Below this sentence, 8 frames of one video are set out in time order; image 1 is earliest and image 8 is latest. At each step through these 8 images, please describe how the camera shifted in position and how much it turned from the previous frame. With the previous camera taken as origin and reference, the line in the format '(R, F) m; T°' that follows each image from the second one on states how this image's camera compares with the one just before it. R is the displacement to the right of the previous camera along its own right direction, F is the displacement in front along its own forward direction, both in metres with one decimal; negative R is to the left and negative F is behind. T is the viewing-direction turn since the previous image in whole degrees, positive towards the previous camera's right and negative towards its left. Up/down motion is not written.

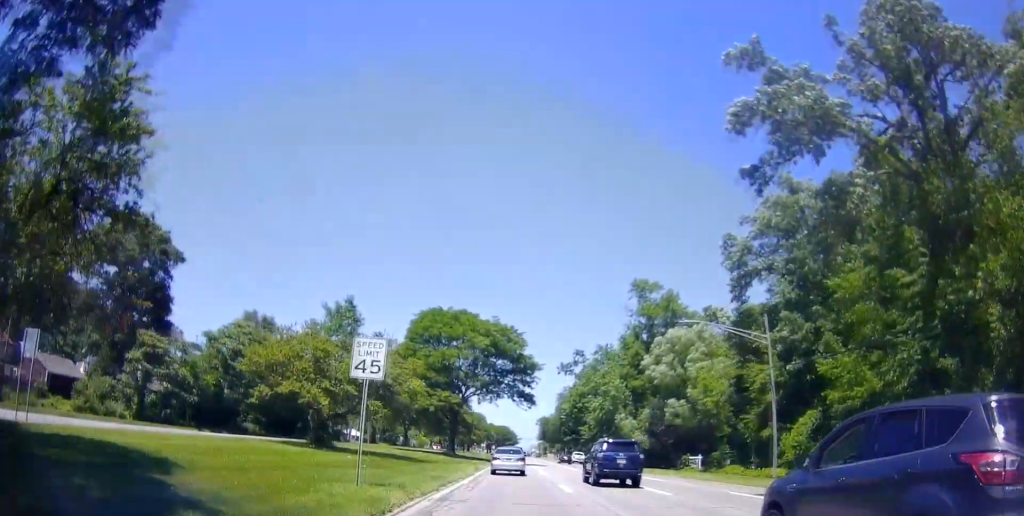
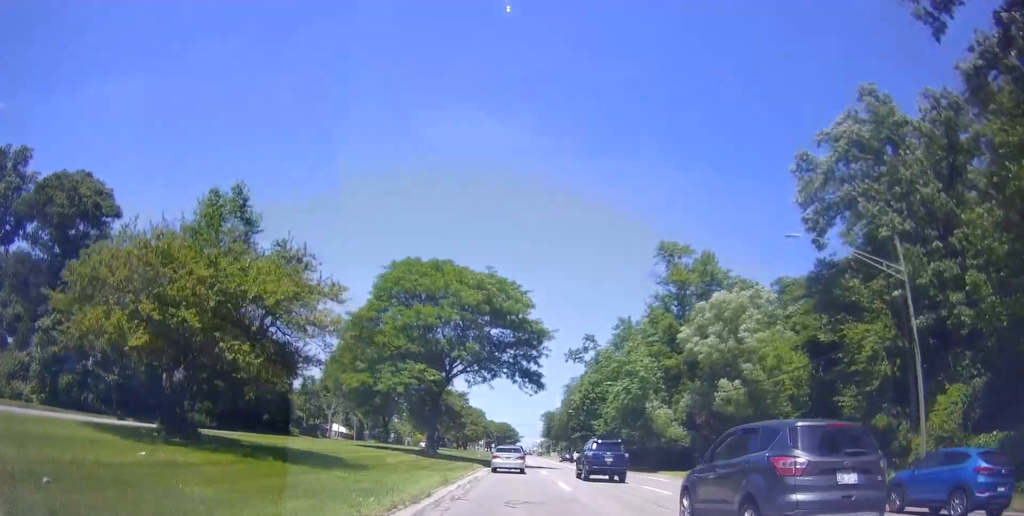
(0.0, +15.2) m; 0°
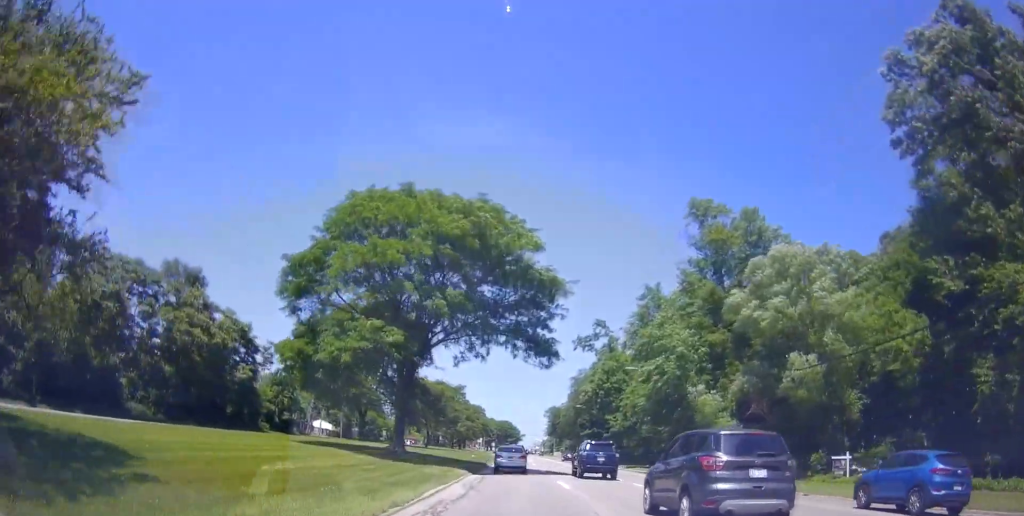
(0.0, +12.6) m; 0°
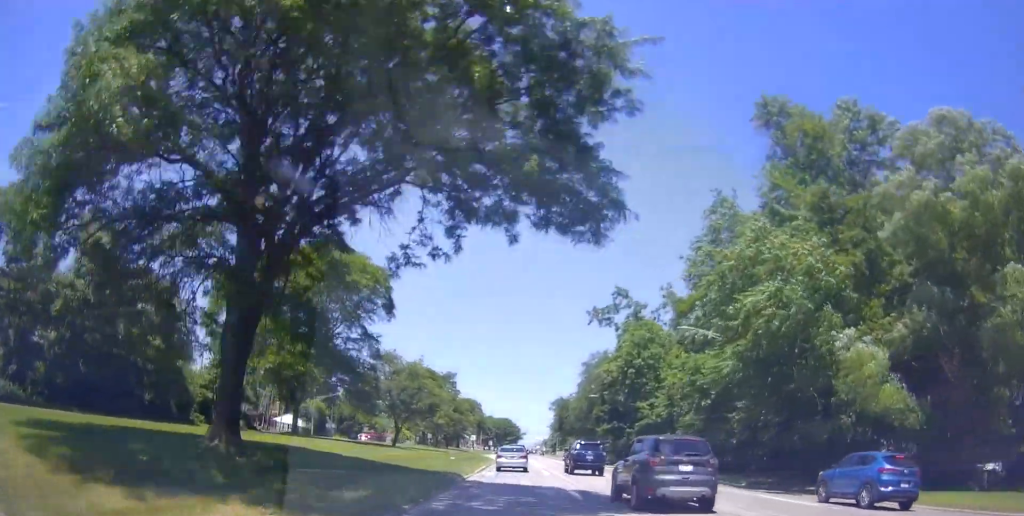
(0.0, +19.4) m; 0°
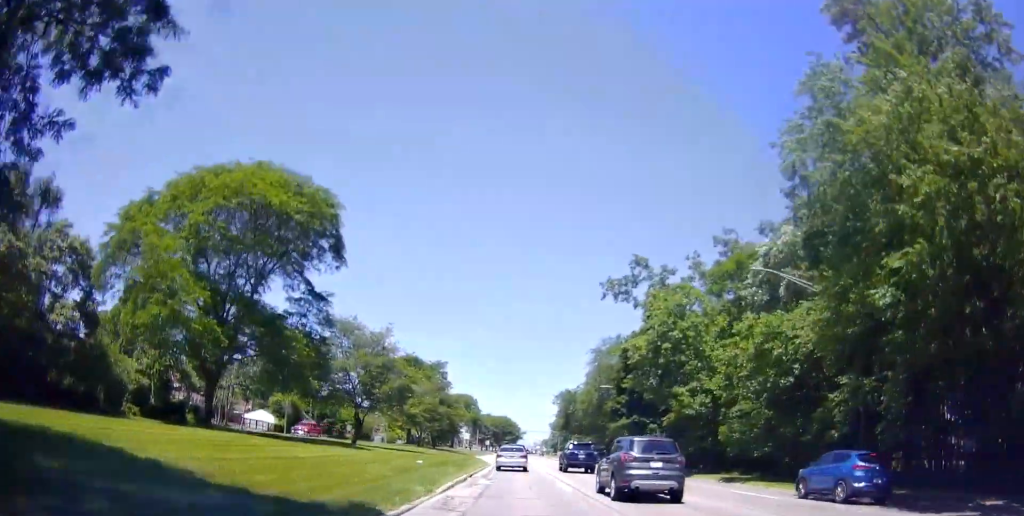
(0.0, +13.3) m; -1°
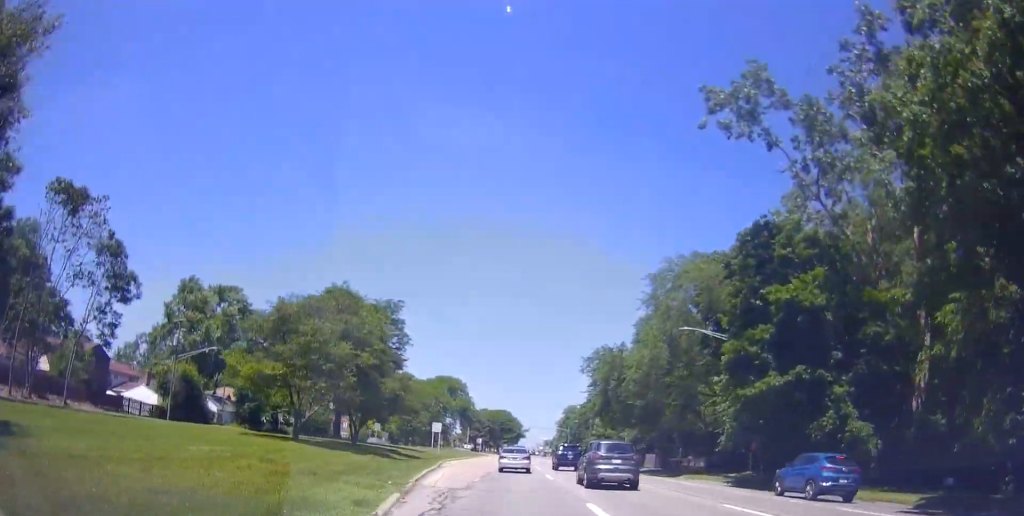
(-1.1, +36.8) m; -1°
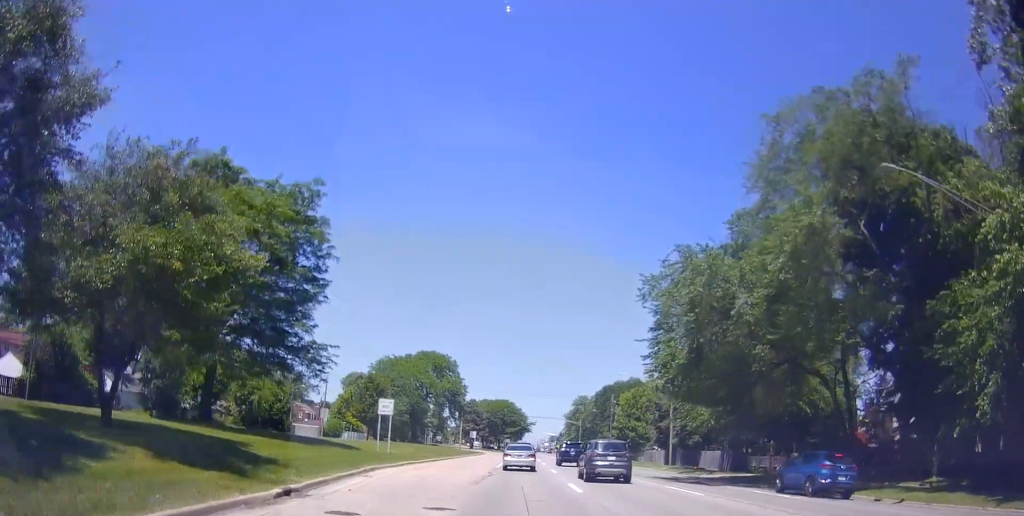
(+0.7, +24.4) m; +2°
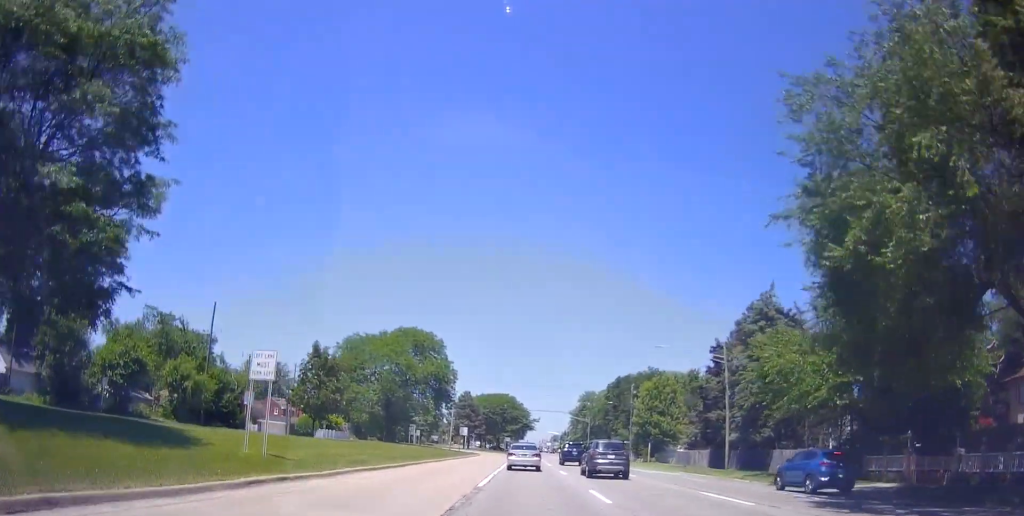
(-0.2, +17.8) m; -2°
